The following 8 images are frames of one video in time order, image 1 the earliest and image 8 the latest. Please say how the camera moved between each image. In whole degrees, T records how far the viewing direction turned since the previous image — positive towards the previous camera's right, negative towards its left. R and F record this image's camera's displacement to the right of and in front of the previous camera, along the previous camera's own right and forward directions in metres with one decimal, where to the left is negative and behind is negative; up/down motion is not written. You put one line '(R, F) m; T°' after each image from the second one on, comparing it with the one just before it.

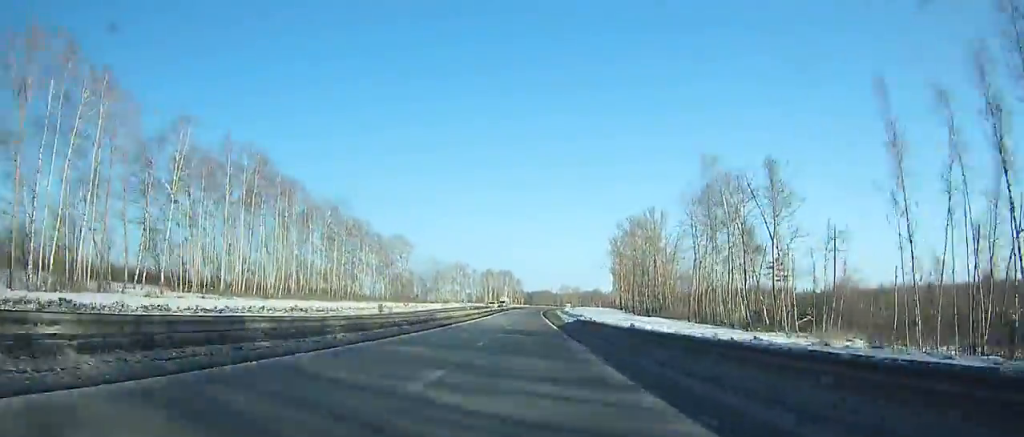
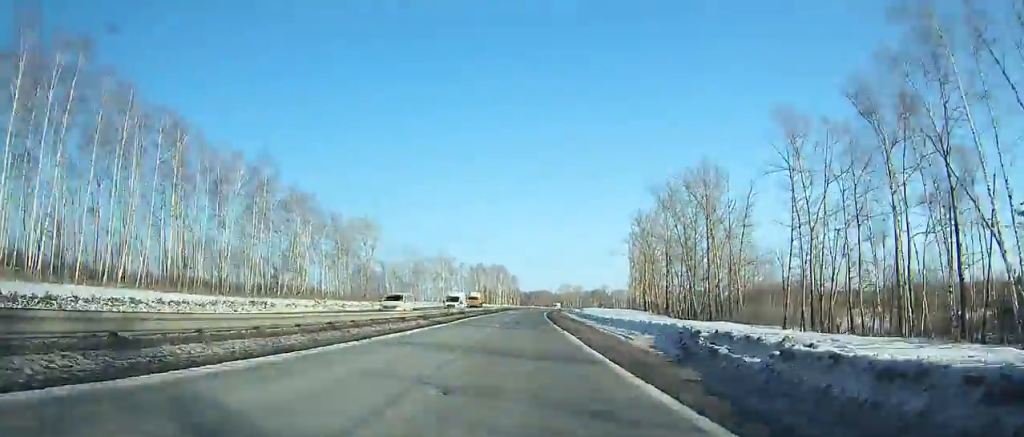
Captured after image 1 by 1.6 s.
(0.0, +42.0) m; 0°
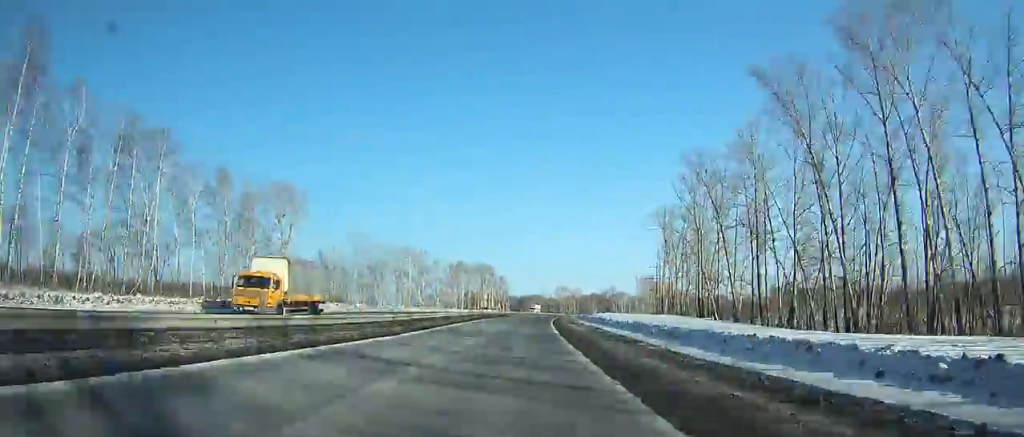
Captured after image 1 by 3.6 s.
(+0.2, +52.3) m; +1°
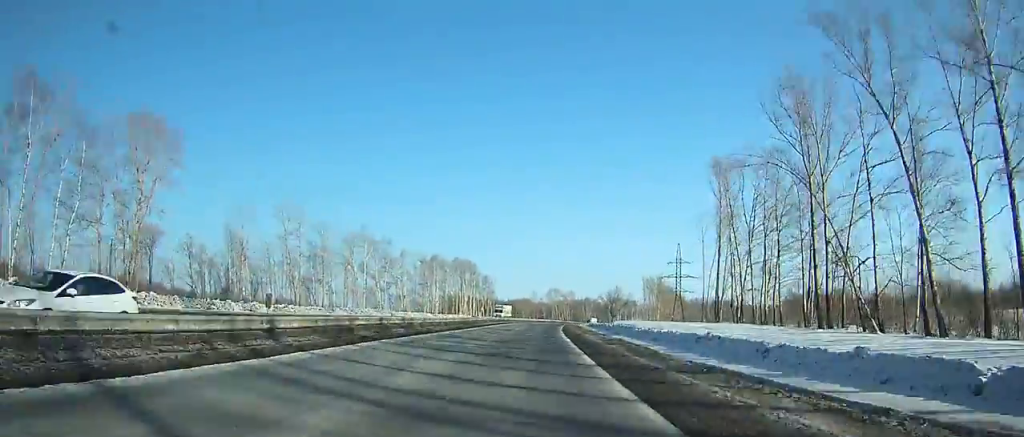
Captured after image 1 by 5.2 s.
(+0.1, +41.6) m; +1°
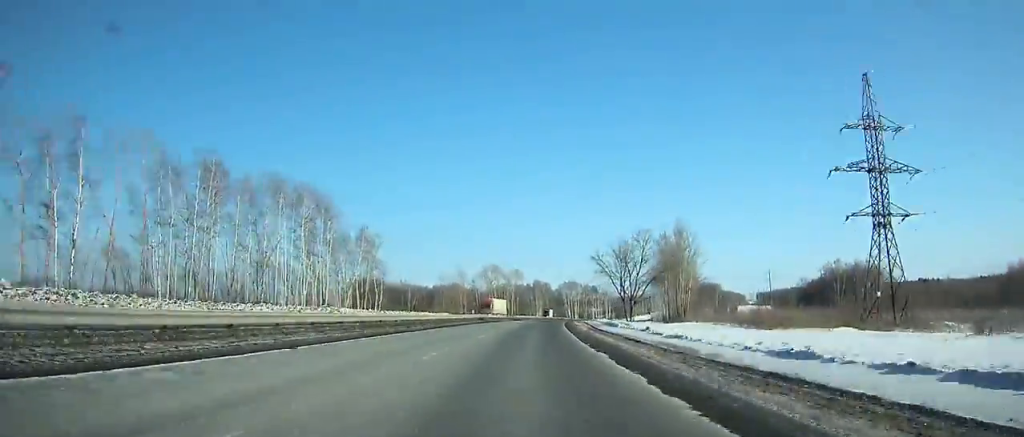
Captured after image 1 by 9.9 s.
(+5.8, +121.5) m; +6°
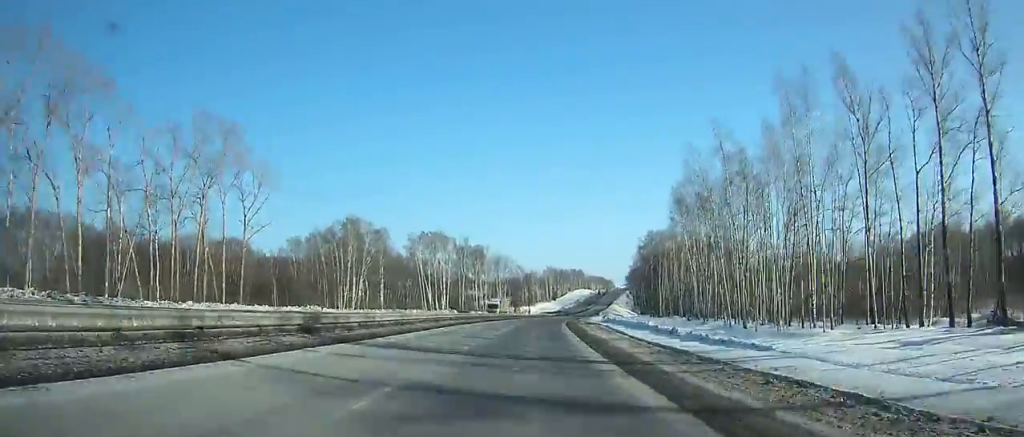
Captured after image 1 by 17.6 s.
(+22.9, +201.4) m; +19°
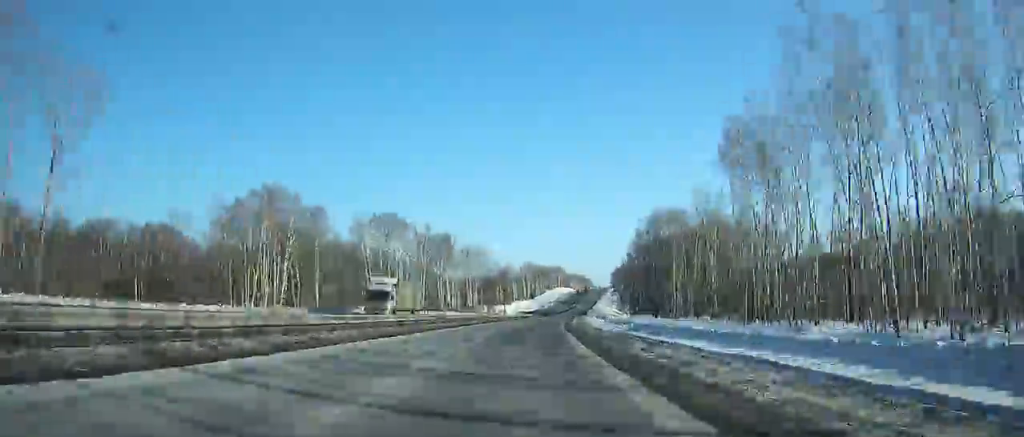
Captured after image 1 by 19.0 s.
(+4.5, +37.4) m; -1°
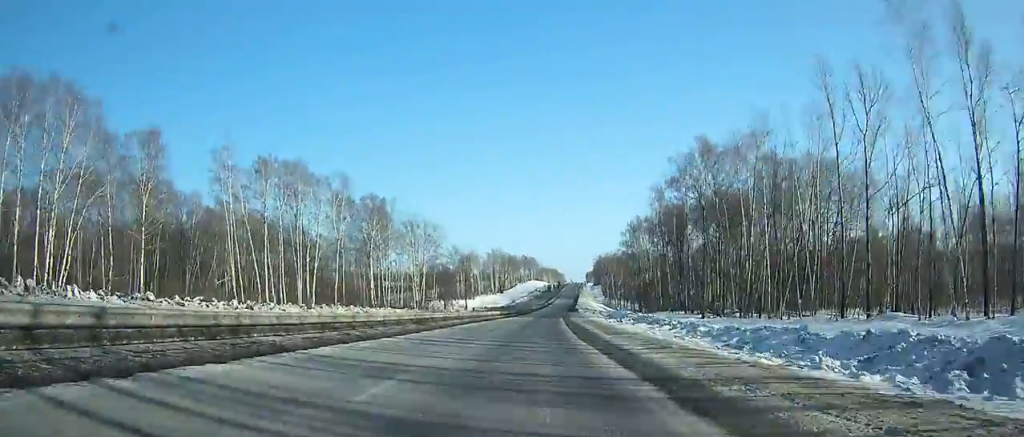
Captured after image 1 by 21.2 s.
(+5.0, +58.0) m; -2°
